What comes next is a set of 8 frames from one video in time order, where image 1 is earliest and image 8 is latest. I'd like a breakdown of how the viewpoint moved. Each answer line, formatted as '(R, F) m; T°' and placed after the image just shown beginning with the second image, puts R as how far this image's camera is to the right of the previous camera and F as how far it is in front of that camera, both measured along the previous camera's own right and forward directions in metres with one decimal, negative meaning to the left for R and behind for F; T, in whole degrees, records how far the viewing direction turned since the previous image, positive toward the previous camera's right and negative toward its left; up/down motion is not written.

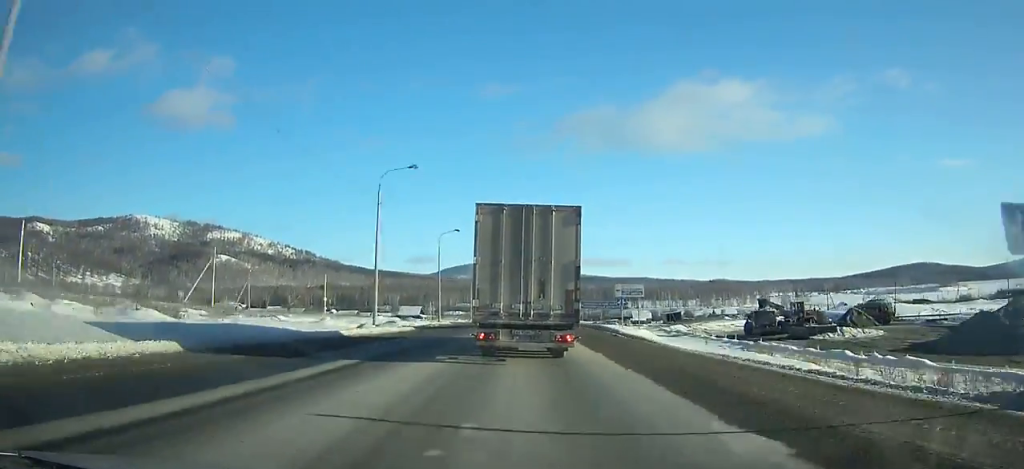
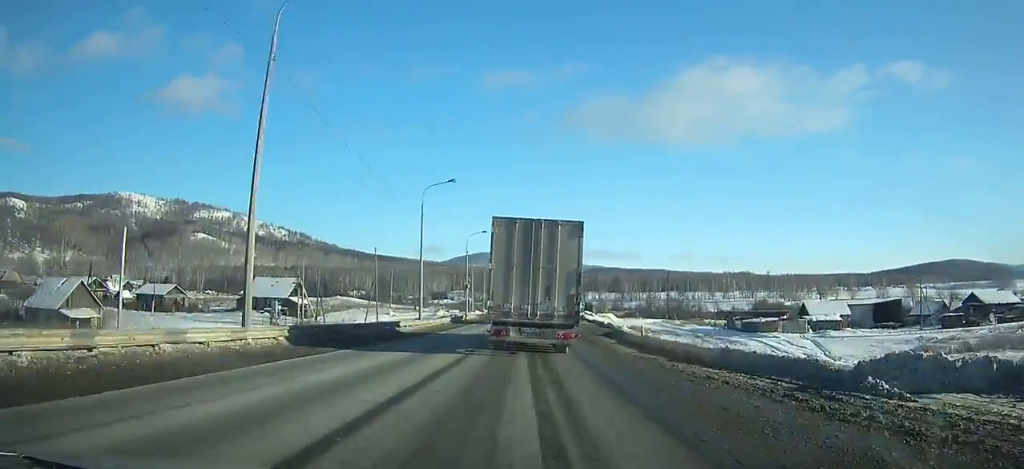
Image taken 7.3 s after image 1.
(-0.9, +145.0) m; 0°
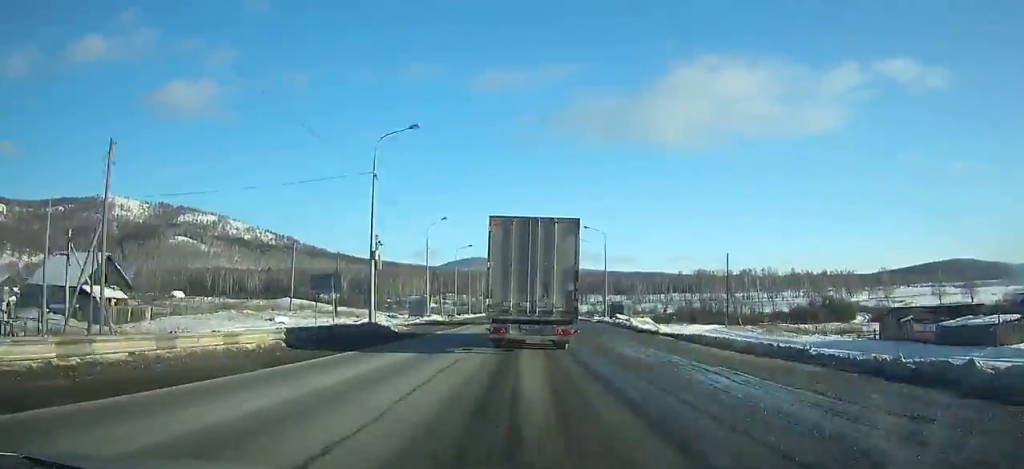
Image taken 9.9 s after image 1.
(+0.3, +51.3) m; 0°
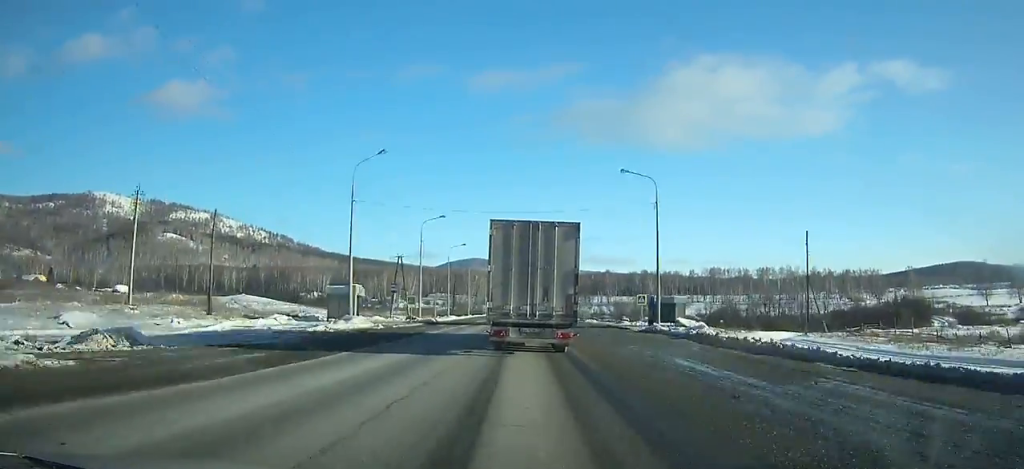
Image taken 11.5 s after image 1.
(+0.1, +31.7) m; 0°
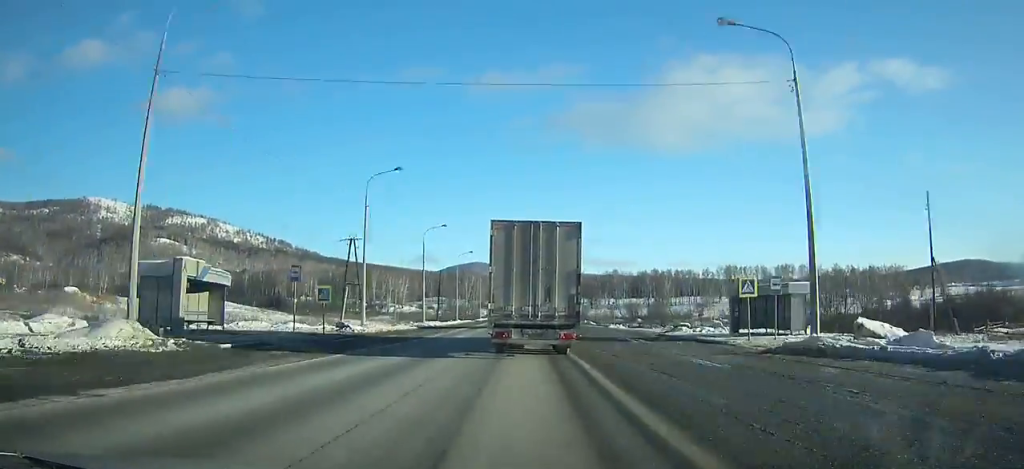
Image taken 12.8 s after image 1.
(+0.1, +25.8) m; 0°
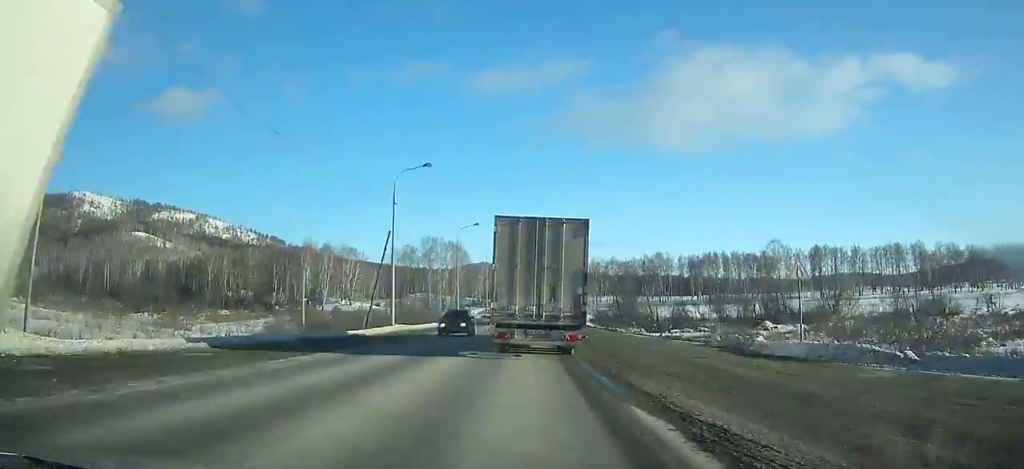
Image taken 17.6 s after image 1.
(-0.7, +95.8) m; -1°
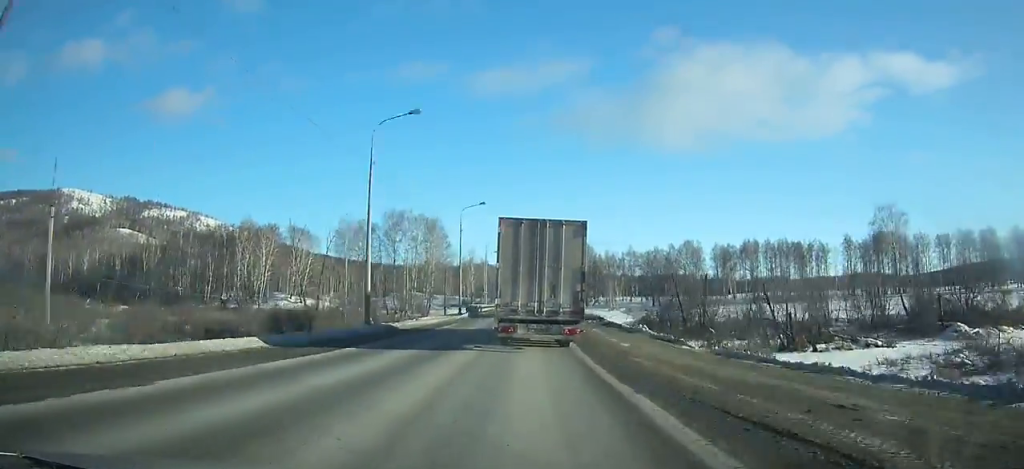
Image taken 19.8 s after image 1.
(-0.1, +44.2) m; 0°
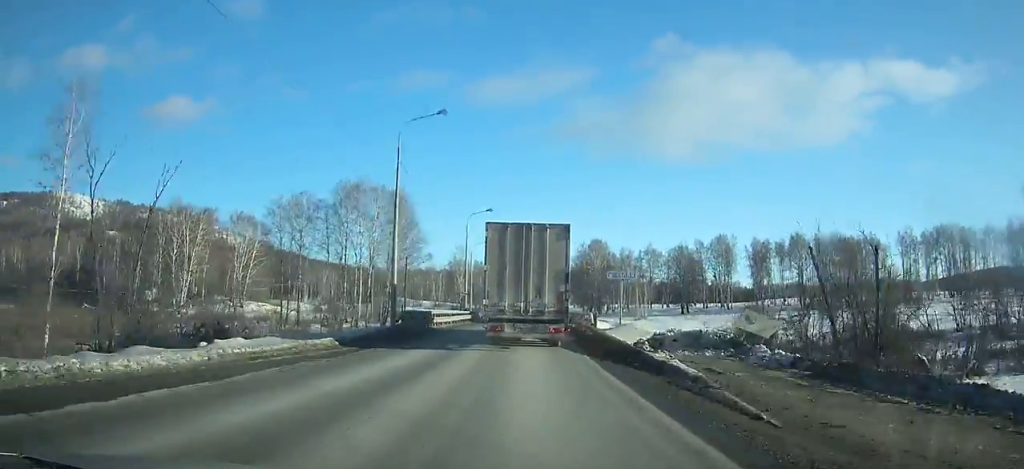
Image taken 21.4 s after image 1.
(0.0, +32.4) m; 0°
